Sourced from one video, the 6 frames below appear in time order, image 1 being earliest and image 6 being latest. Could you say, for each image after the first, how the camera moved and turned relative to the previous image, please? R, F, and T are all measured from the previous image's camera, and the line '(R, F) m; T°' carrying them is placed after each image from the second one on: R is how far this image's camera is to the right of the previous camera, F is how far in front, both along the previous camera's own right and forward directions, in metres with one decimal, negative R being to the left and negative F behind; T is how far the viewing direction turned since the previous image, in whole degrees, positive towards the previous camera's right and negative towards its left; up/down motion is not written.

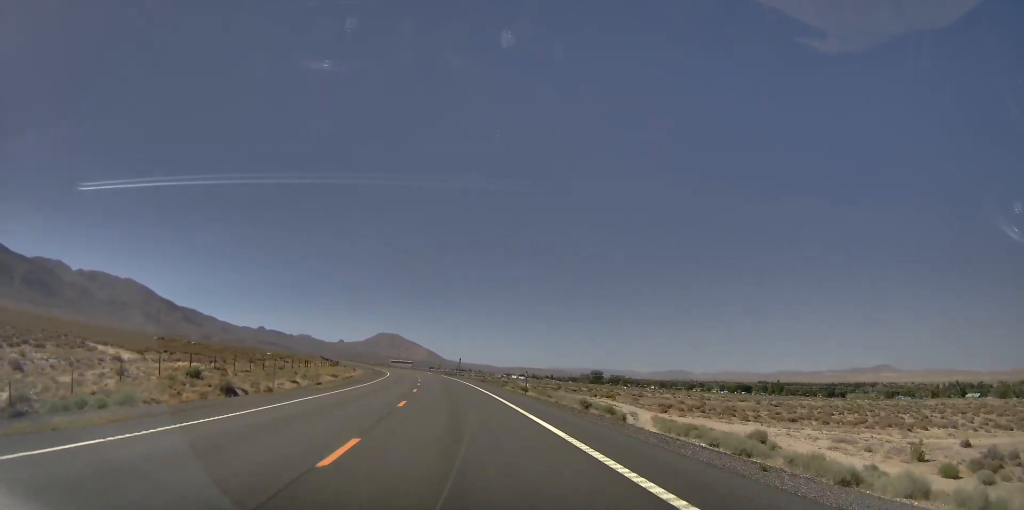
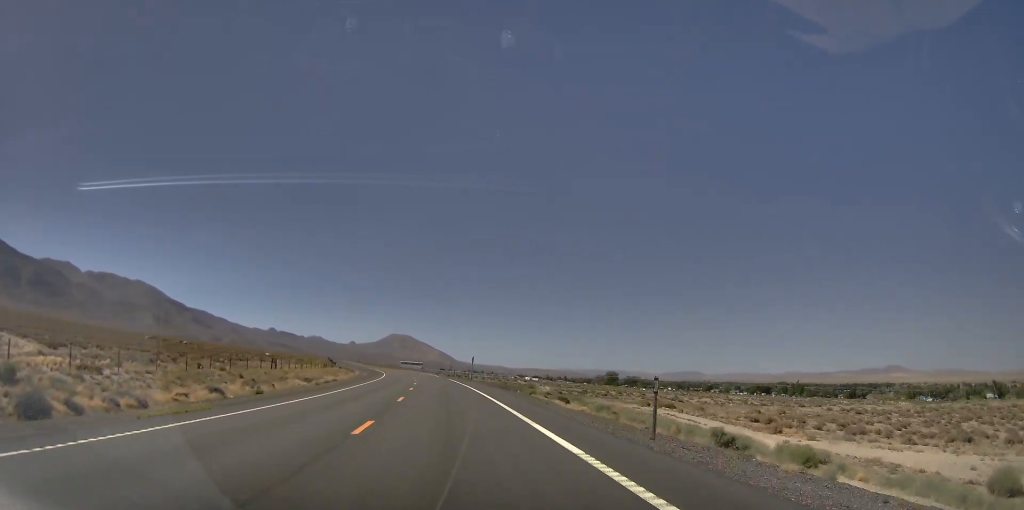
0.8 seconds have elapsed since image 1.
(+0.3, +20.4) m; +1°
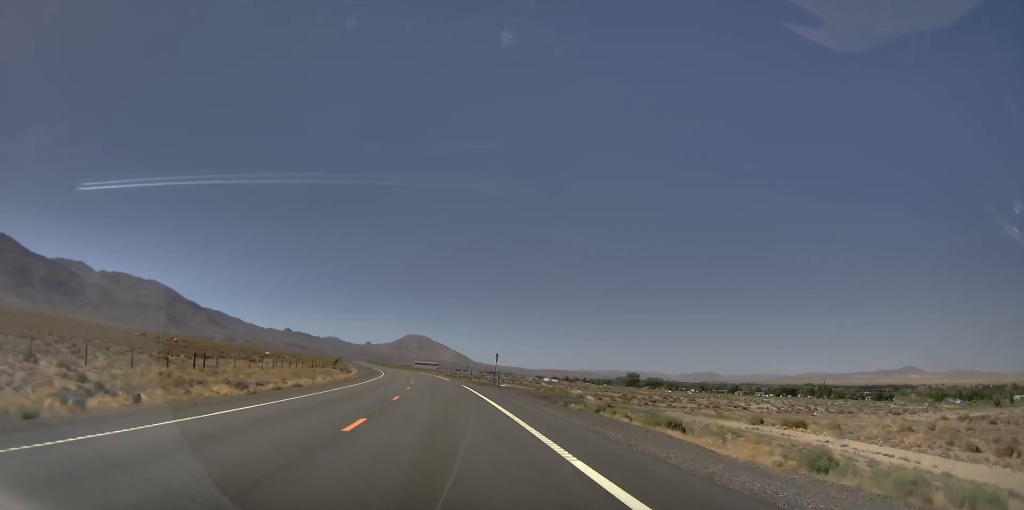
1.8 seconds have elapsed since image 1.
(0.0, +23.8) m; 0°
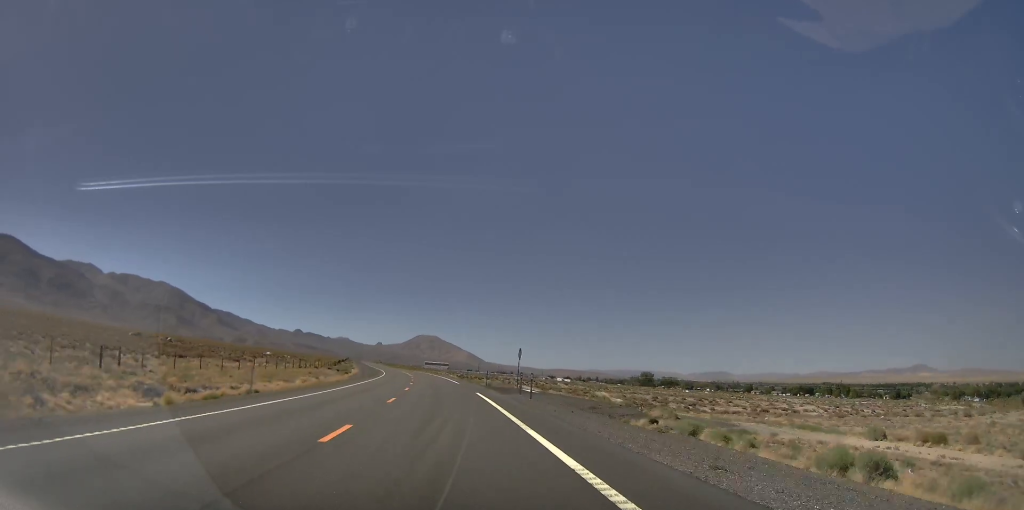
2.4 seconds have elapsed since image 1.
(-0.2, +14.0) m; +1°
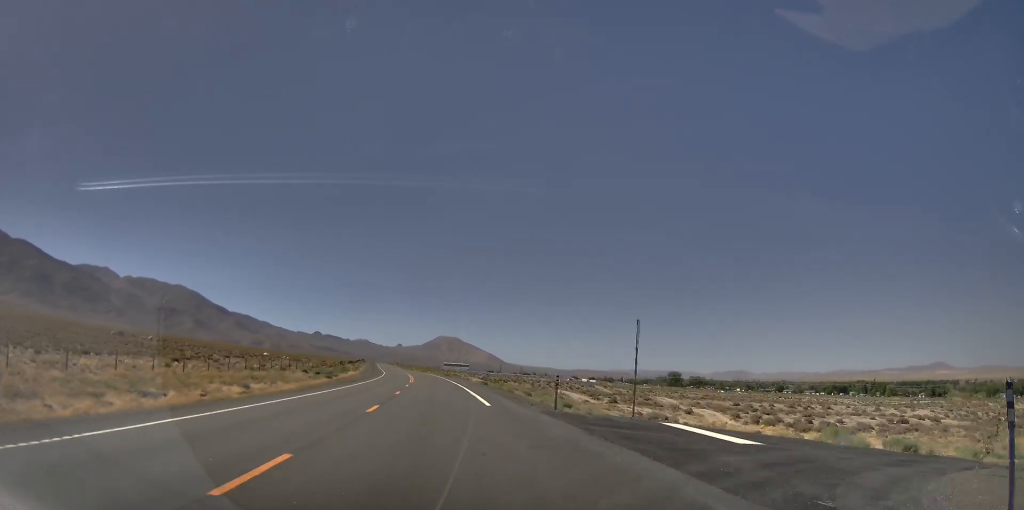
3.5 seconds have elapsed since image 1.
(+0.9, +28.7) m; +3°
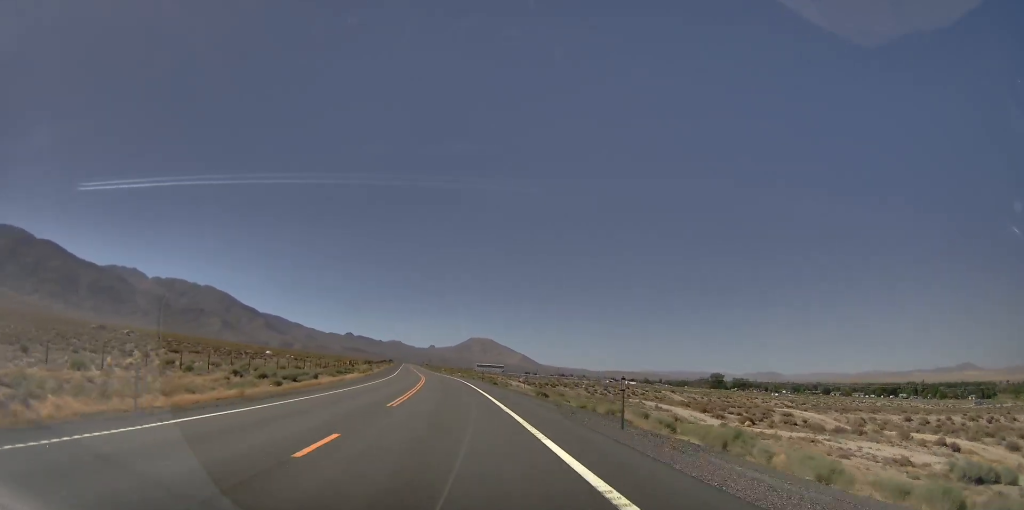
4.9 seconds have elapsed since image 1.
(+0.7, +33.4) m; +2°
